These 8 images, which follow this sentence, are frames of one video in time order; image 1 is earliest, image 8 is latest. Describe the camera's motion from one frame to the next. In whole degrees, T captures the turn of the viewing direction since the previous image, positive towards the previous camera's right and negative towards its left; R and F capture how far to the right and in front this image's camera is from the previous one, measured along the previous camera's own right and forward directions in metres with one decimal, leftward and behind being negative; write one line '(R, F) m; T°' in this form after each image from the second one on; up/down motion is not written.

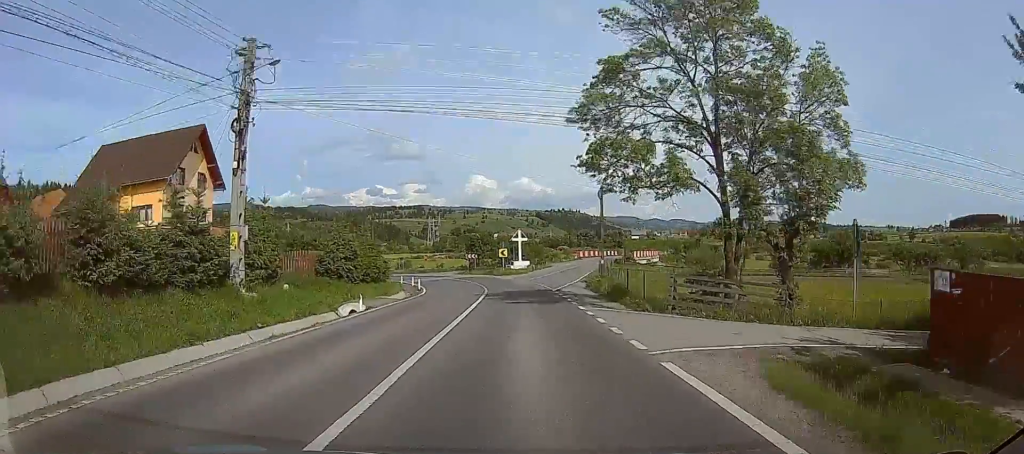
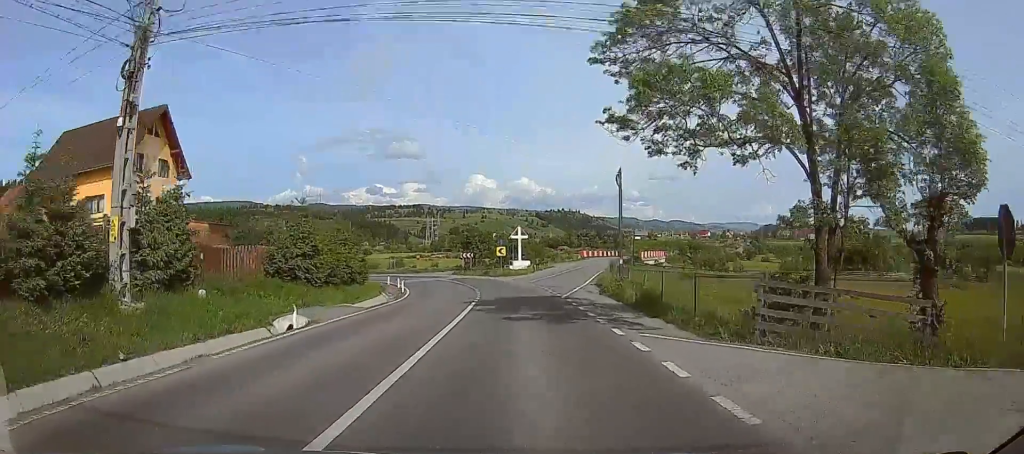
(0.0, +6.2) m; 0°
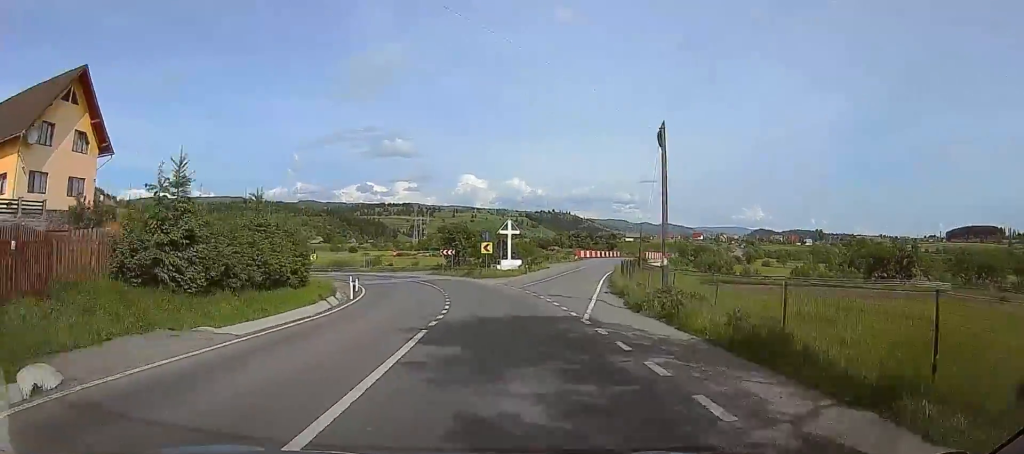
(0.0, +9.9) m; +1°
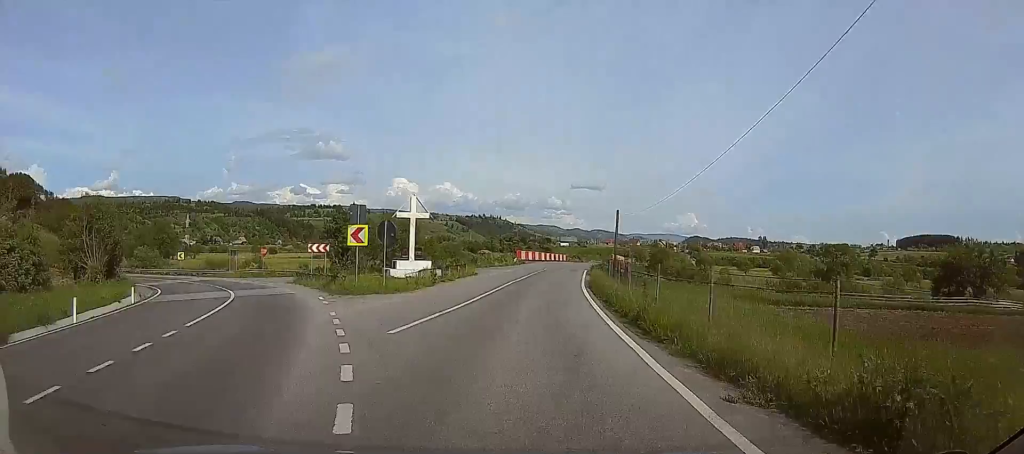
(+1.5, +23.1) m; +9°
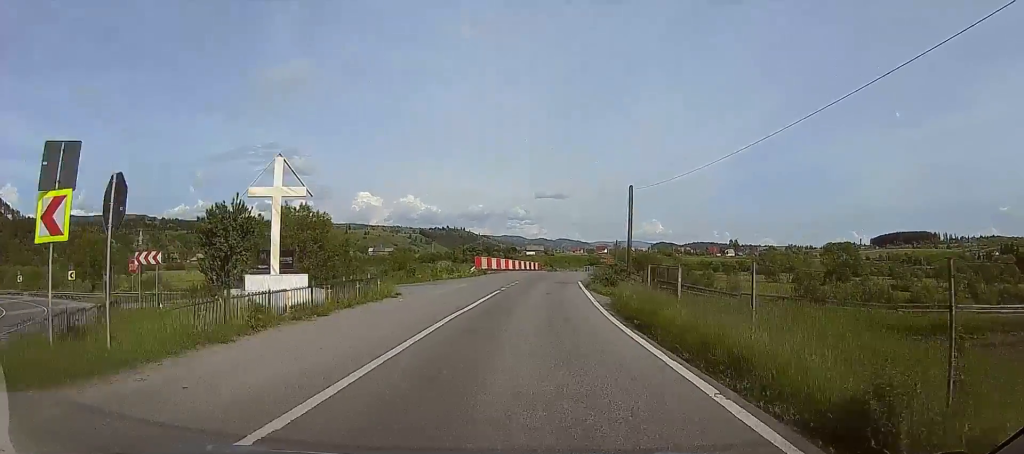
(+1.2, +16.2) m; +4°
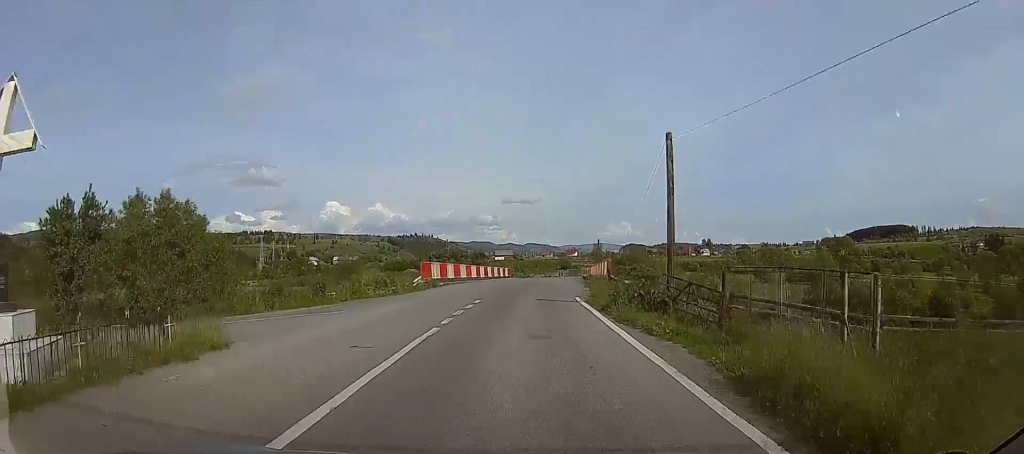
(-0.1, +13.5) m; -1°
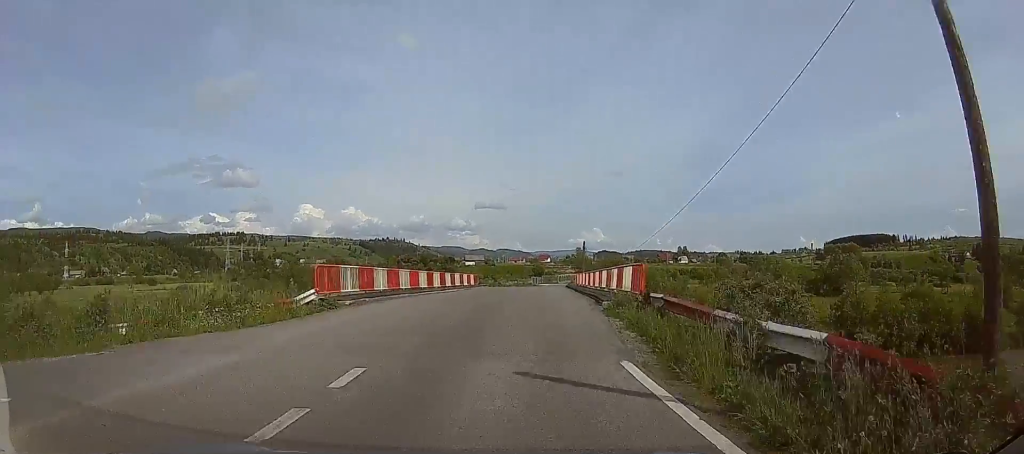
(-0.3, +14.0) m; 0°
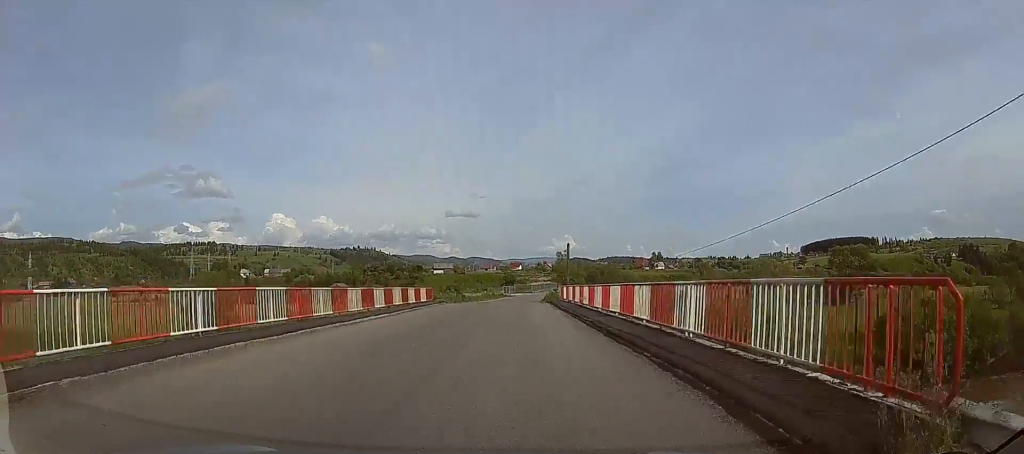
(+0.3, +13.9) m; +4°
